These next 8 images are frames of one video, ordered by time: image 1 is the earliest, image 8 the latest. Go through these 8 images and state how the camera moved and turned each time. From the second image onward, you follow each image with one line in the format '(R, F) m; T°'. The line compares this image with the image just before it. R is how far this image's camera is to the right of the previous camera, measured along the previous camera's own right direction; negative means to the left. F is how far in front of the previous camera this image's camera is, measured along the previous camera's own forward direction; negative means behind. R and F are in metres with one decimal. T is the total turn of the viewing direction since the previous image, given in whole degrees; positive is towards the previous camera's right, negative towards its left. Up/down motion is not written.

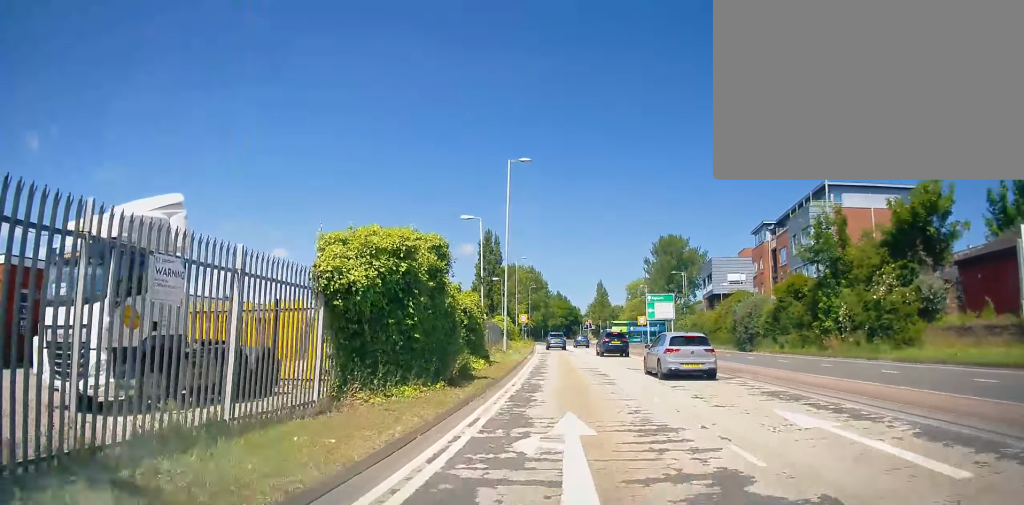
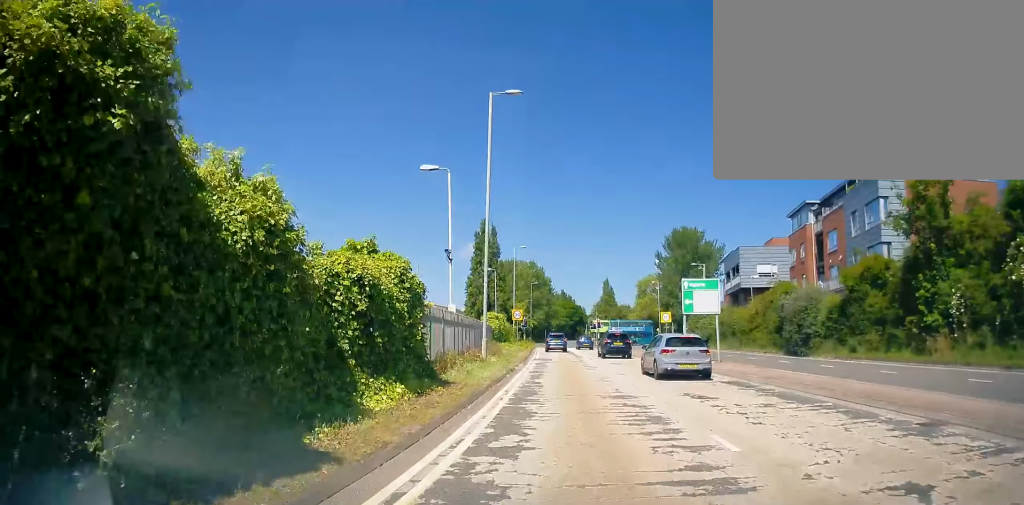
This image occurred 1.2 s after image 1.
(+0.1, +10.9) m; +3°
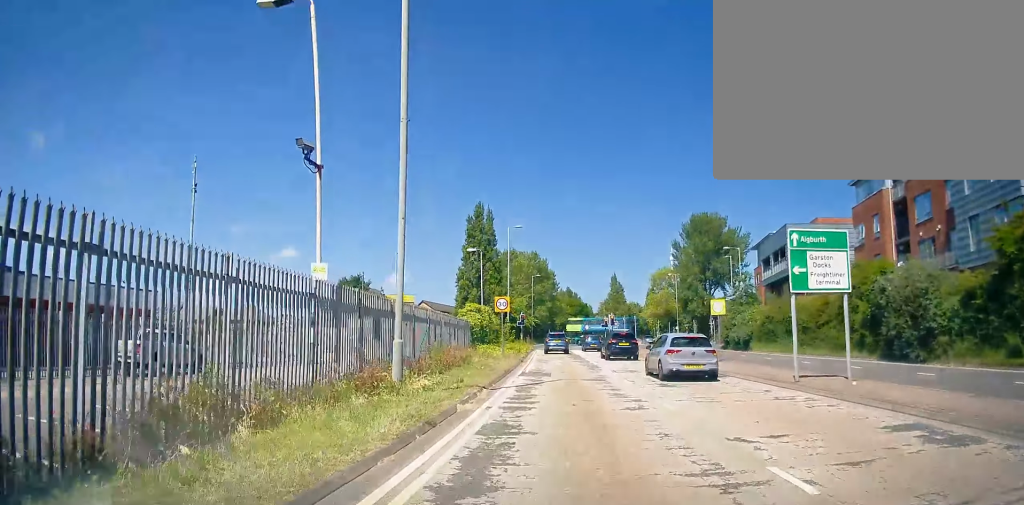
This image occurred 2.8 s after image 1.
(+0.3, +13.7) m; -2°
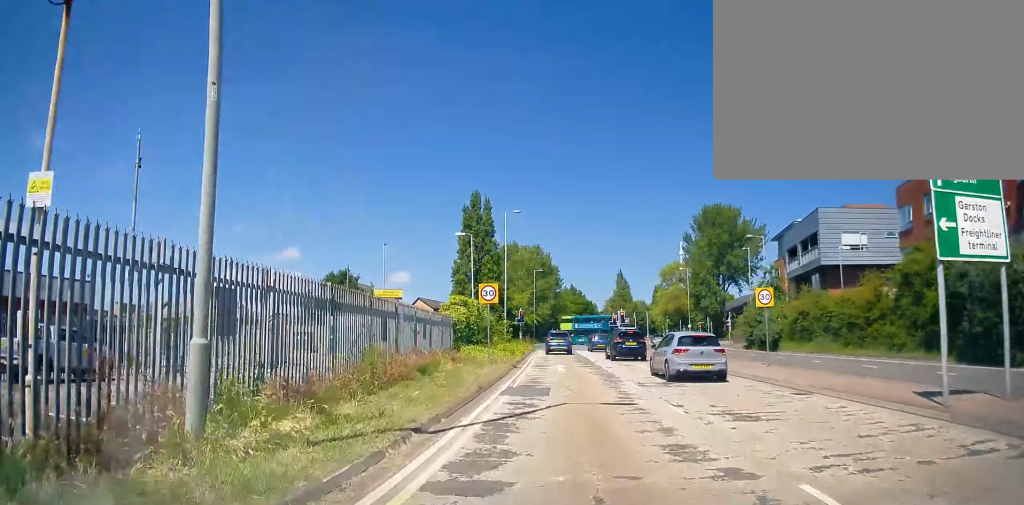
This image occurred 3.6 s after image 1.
(-0.4, +6.6) m; -1°
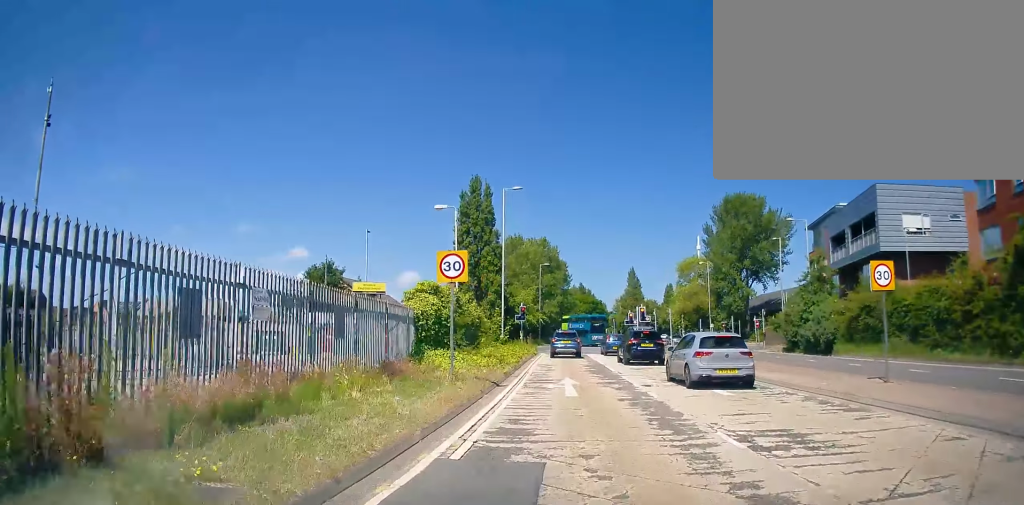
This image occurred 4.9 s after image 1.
(+0.2, +8.8) m; +3°
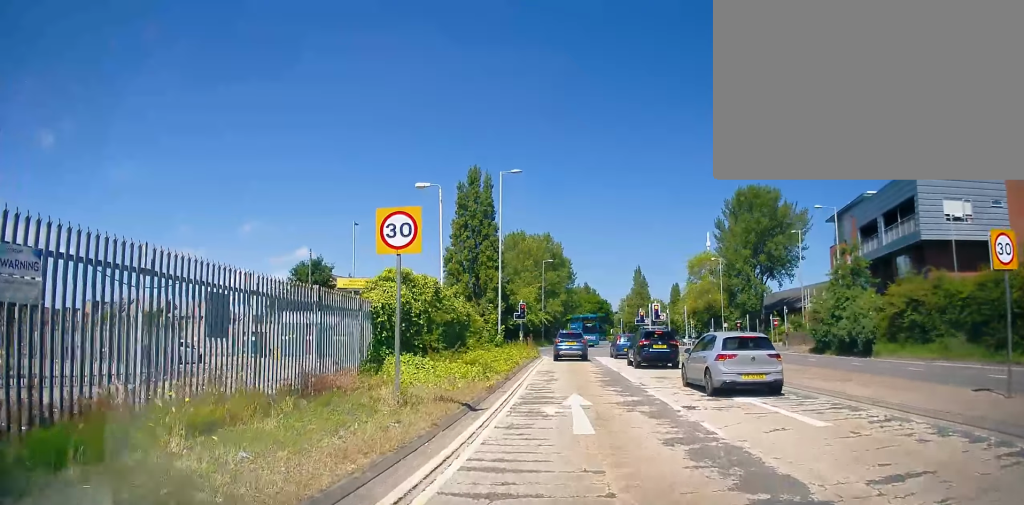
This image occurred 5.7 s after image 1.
(+0.2, +5.0) m; -1°
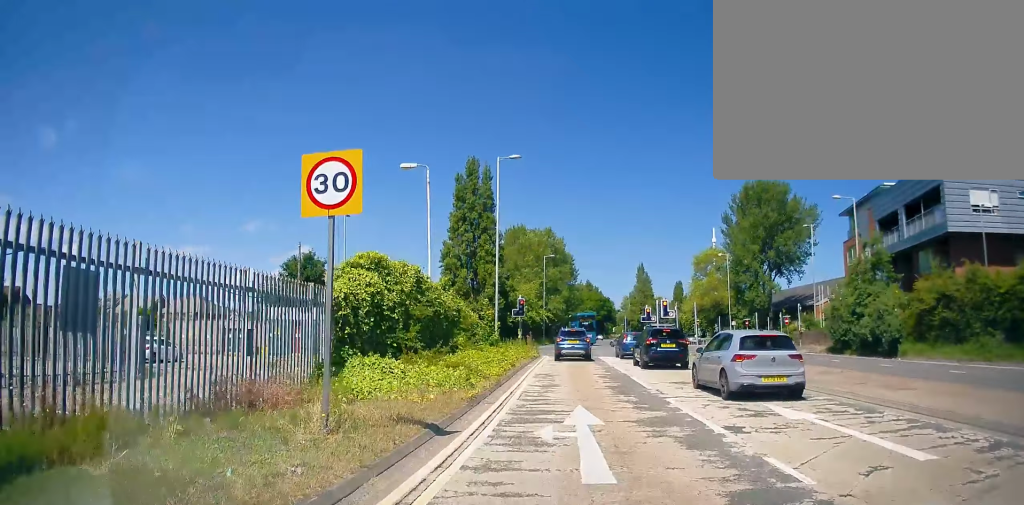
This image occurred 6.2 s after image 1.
(-0.2, +2.8) m; 0°
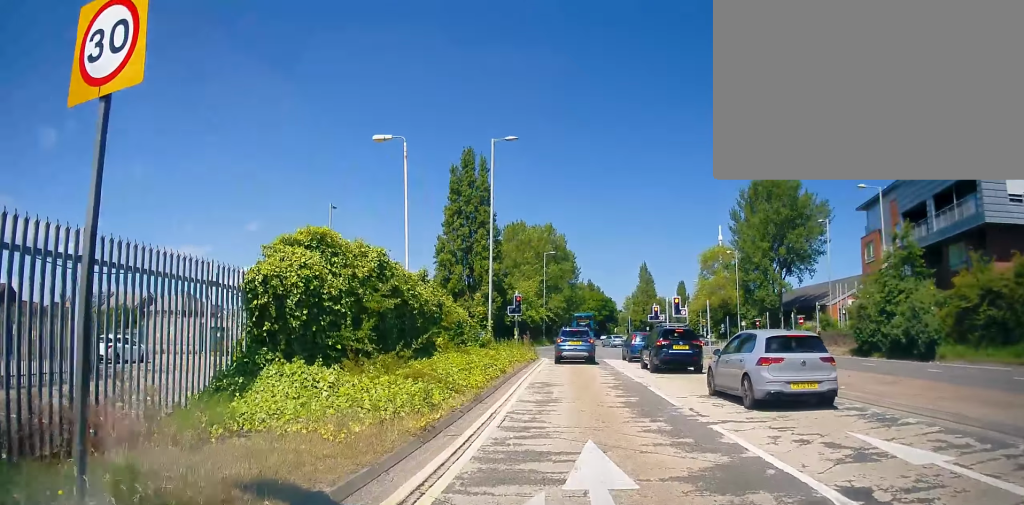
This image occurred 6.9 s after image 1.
(-0.2, +3.8) m; 0°
